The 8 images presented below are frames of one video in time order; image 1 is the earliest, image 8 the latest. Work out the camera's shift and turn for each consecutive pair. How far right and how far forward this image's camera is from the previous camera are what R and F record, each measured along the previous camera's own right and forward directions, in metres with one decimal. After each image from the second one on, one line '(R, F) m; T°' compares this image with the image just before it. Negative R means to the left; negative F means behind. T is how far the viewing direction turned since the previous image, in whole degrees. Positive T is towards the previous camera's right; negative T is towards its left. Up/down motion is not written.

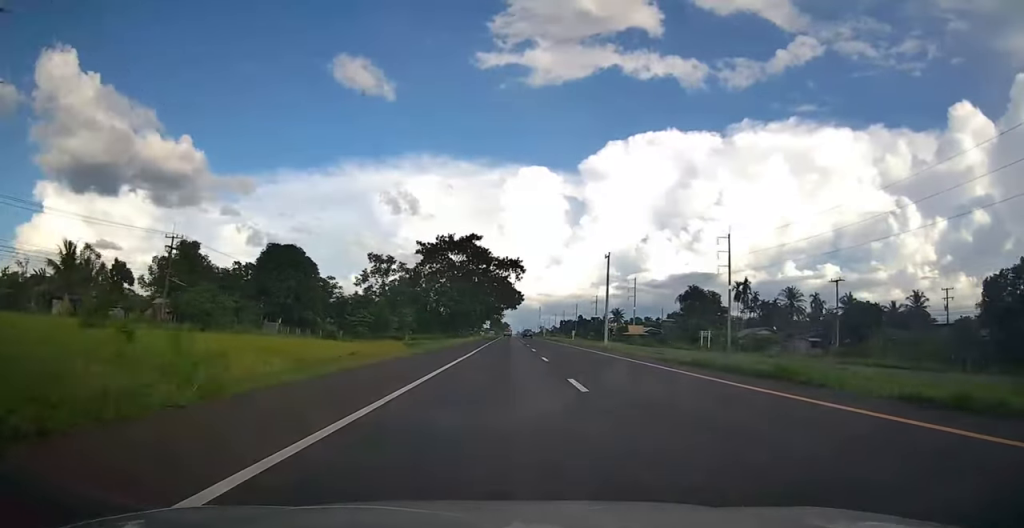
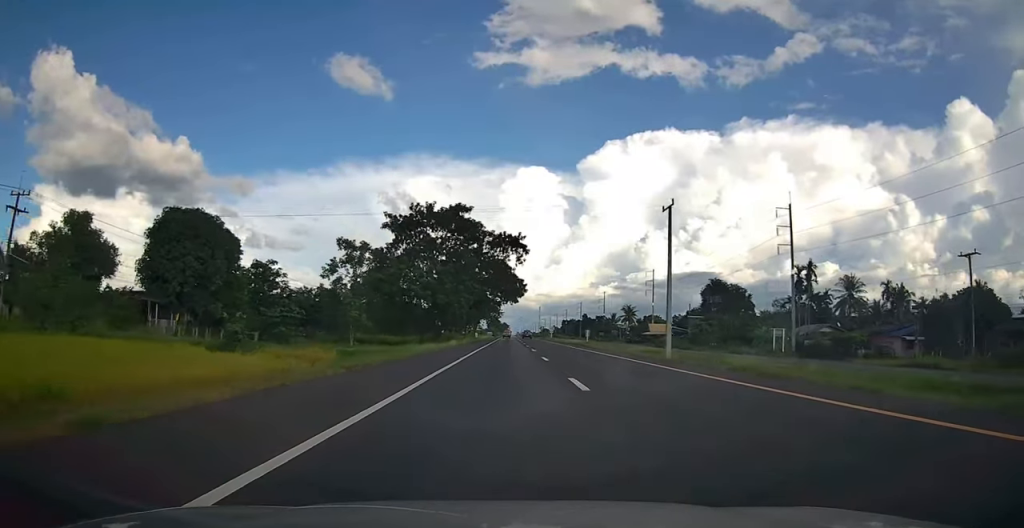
(0.0, +23.9) m; 0°
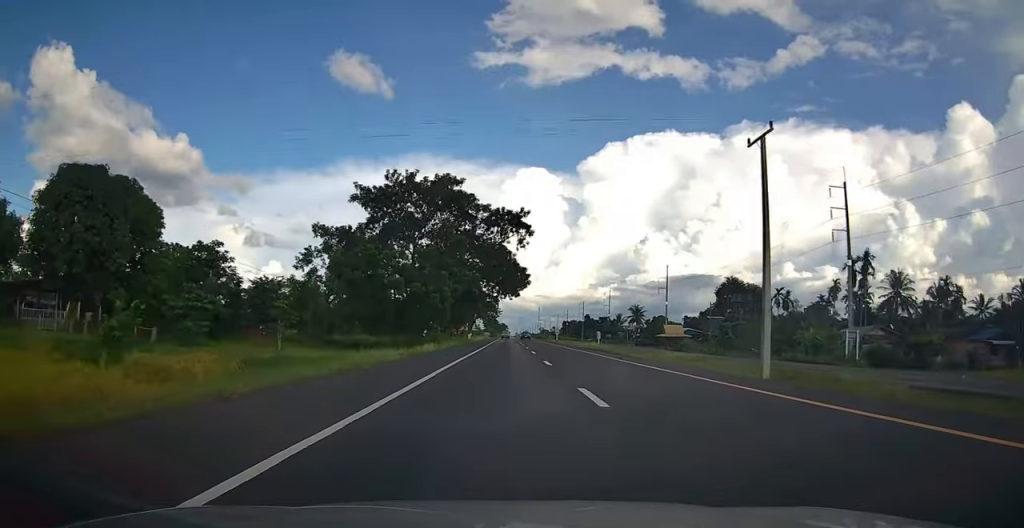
(0.0, +14.4) m; 0°
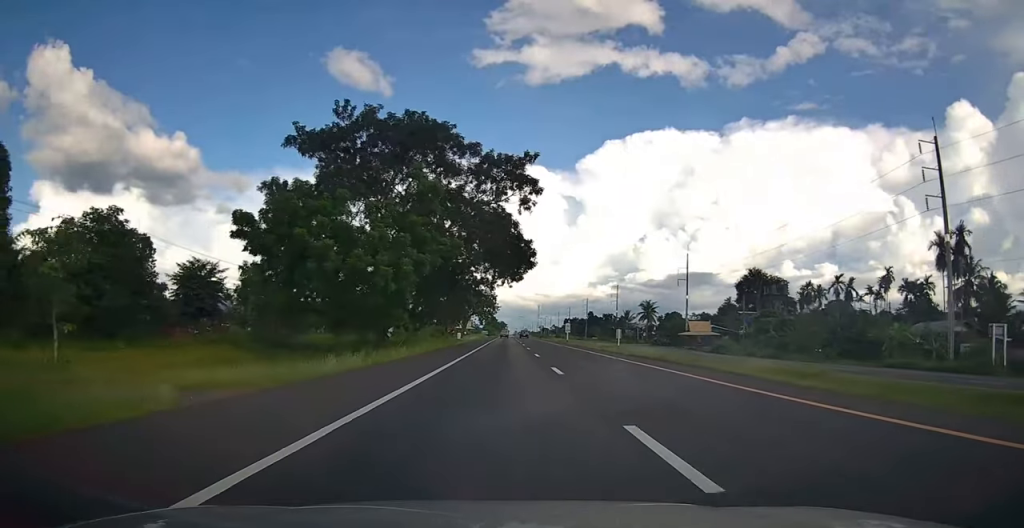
(-0.1, +17.1) m; 0°
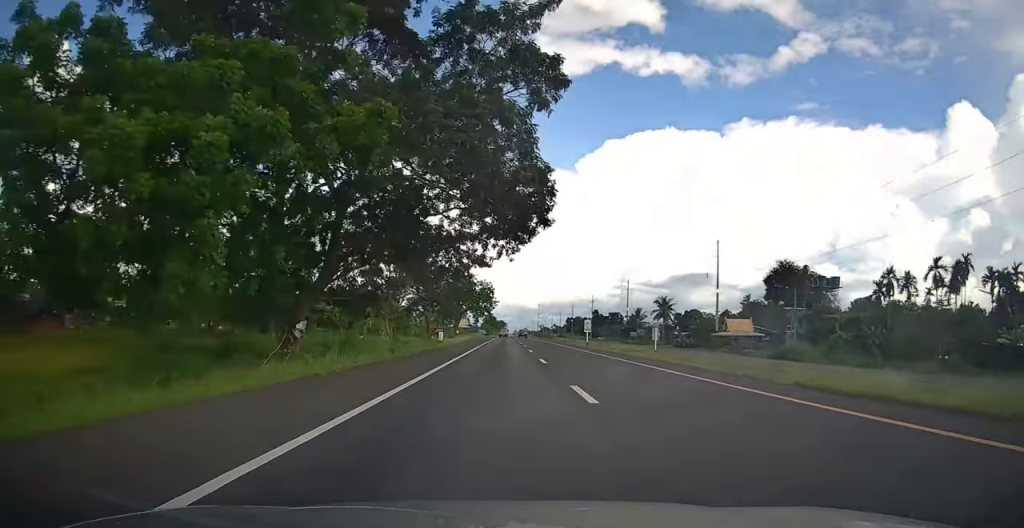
(0.0, +18.7) m; 0°
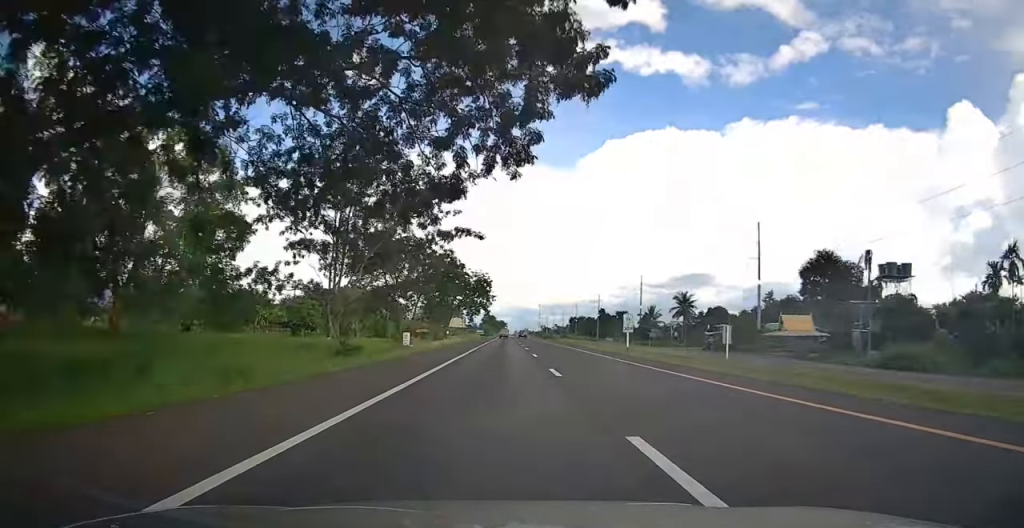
(+0.1, +18.3) m; 0°
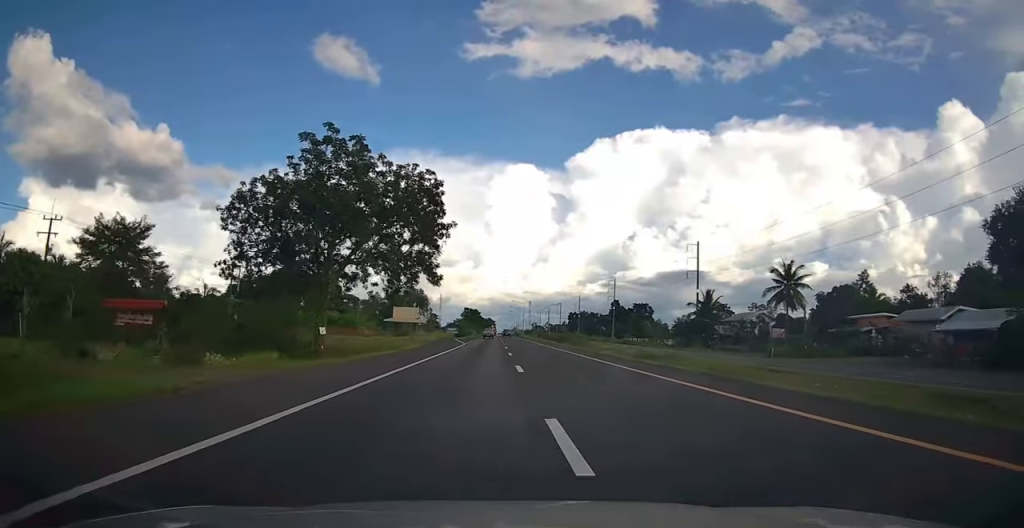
(+0.7, +58.8) m; +1°
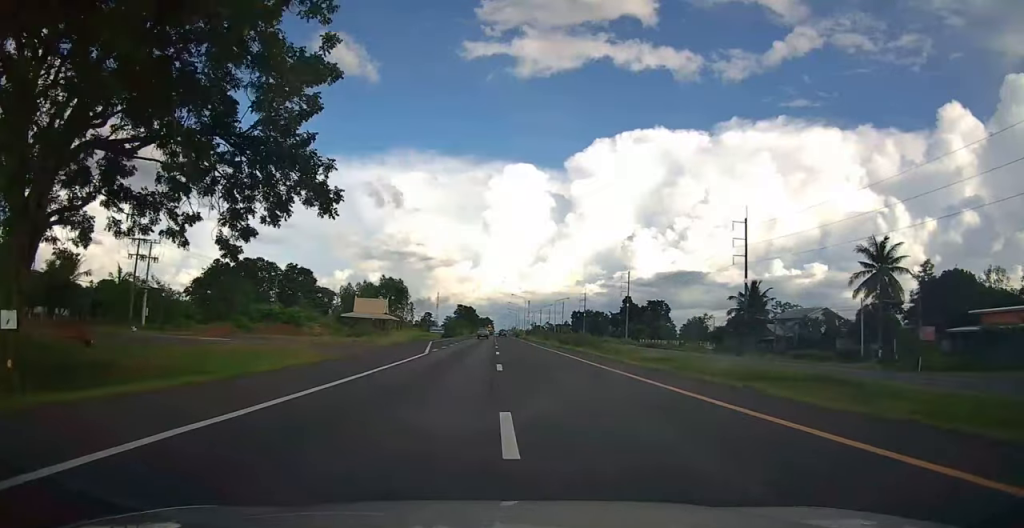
(-0.1, +23.4) m; 0°
